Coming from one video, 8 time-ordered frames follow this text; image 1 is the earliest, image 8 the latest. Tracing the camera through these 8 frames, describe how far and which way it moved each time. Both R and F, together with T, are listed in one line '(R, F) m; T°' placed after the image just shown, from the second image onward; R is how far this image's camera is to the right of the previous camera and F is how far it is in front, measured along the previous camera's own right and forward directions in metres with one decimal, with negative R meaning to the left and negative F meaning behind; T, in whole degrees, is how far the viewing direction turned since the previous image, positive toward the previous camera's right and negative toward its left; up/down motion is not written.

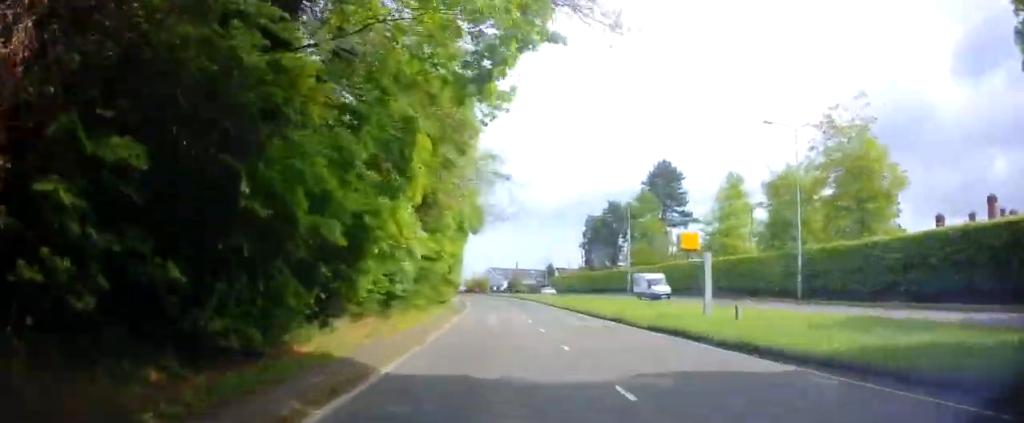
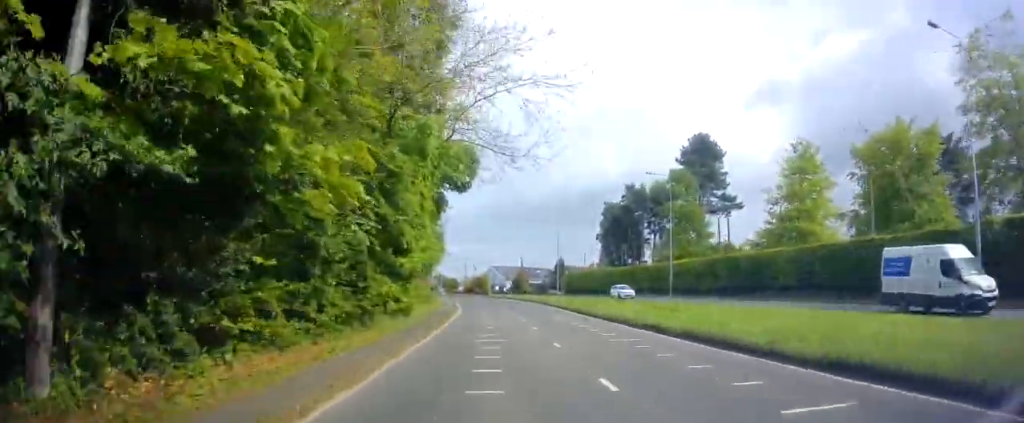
(0.0, +17.6) m; 0°
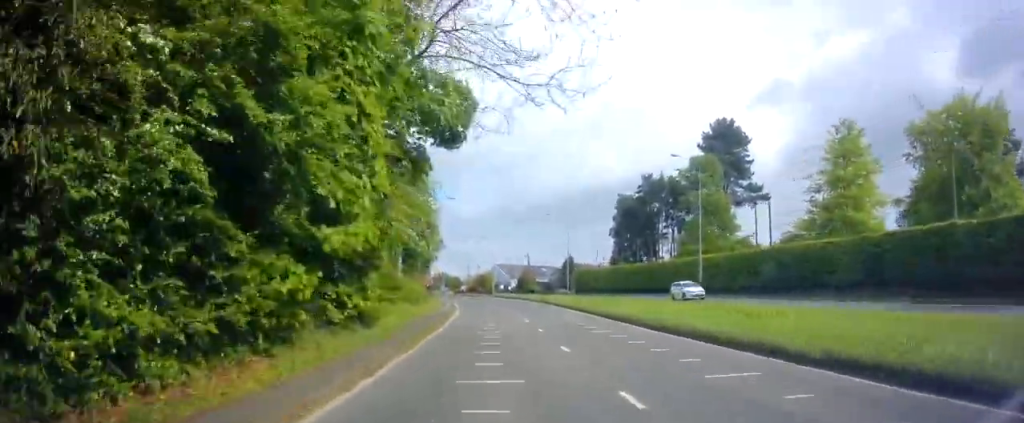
(0.0, +7.3) m; 0°
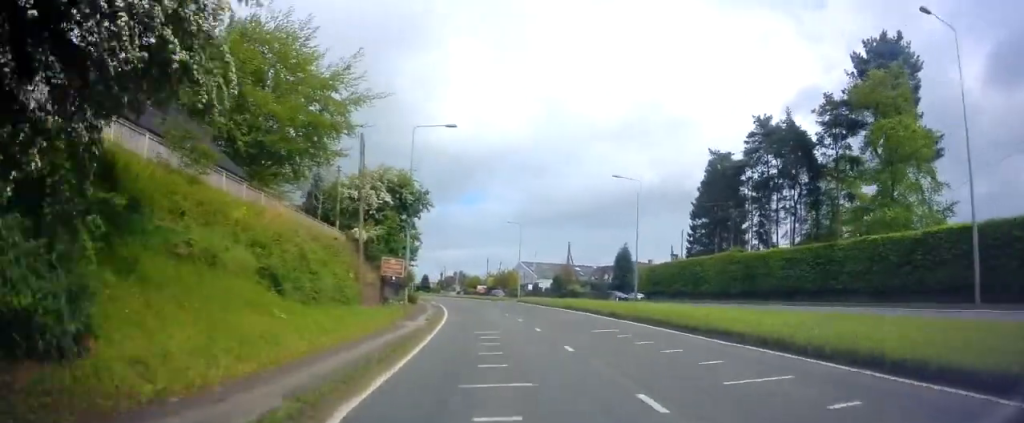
(-0.2, +30.3) m; -2°
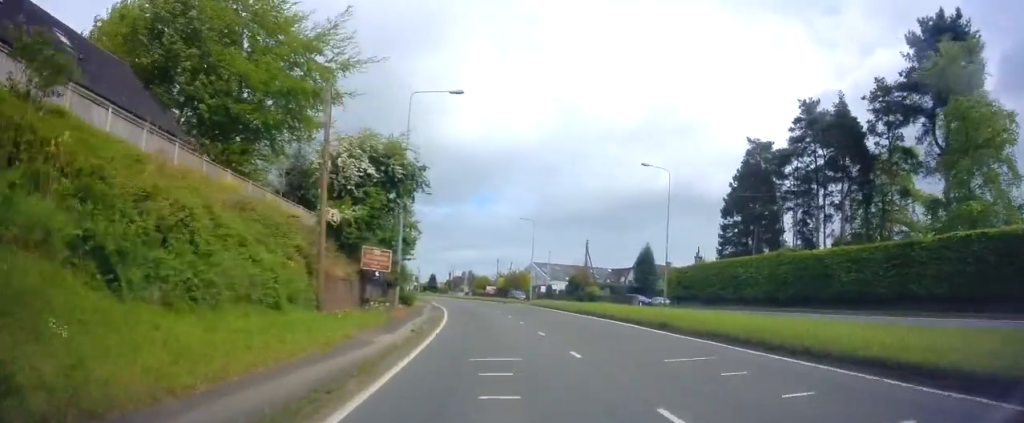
(-0.1, +6.7) m; -1°
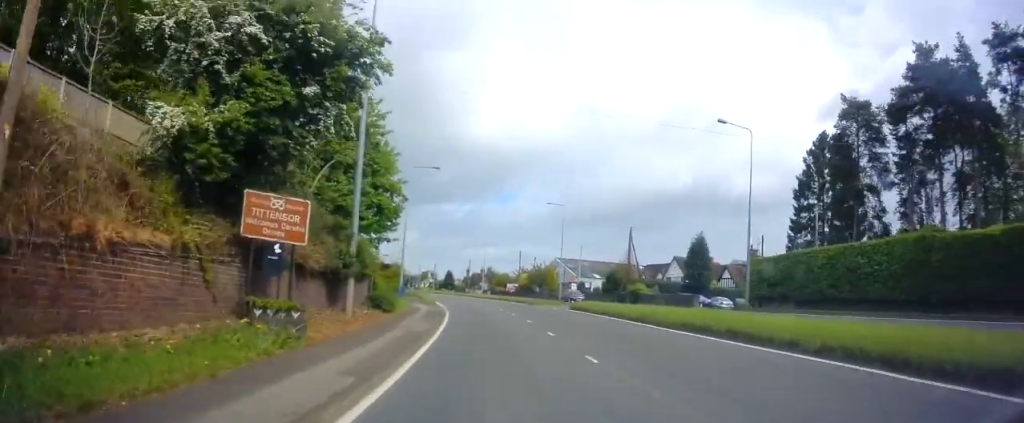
(-0.3, +12.9) m; -2°
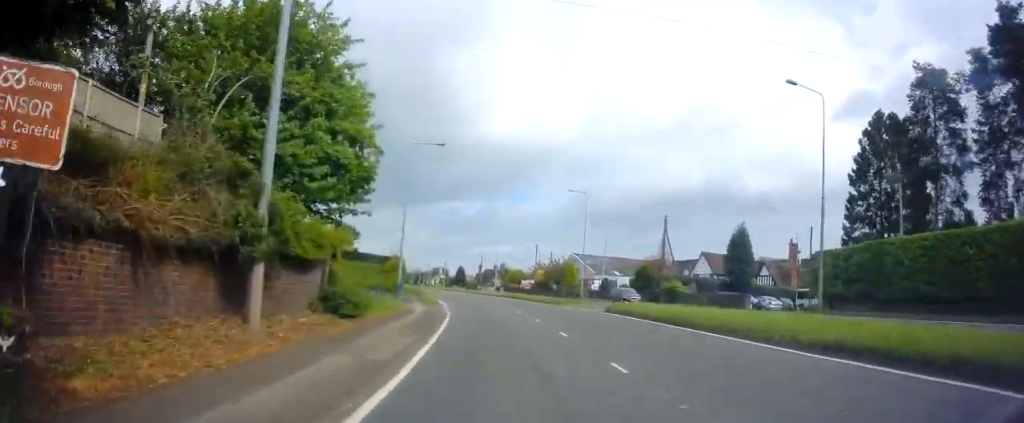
(-0.1, +7.6) m; -1°
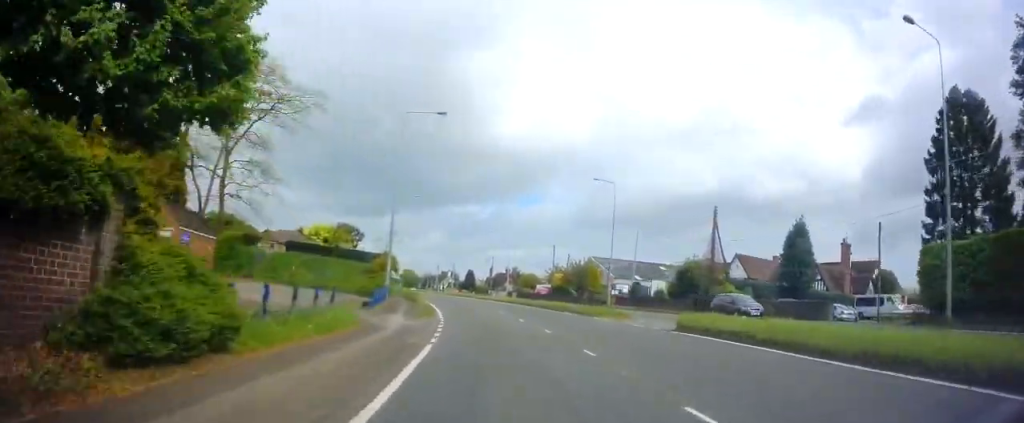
(-0.1, +9.5) m; -2°
